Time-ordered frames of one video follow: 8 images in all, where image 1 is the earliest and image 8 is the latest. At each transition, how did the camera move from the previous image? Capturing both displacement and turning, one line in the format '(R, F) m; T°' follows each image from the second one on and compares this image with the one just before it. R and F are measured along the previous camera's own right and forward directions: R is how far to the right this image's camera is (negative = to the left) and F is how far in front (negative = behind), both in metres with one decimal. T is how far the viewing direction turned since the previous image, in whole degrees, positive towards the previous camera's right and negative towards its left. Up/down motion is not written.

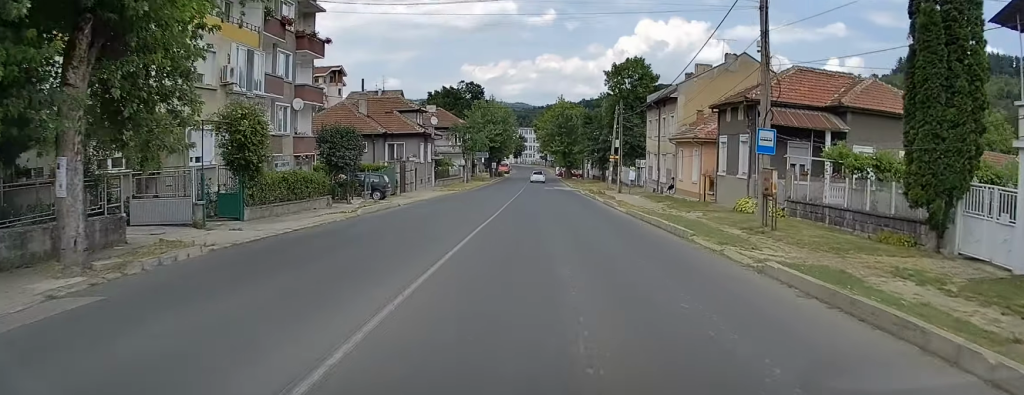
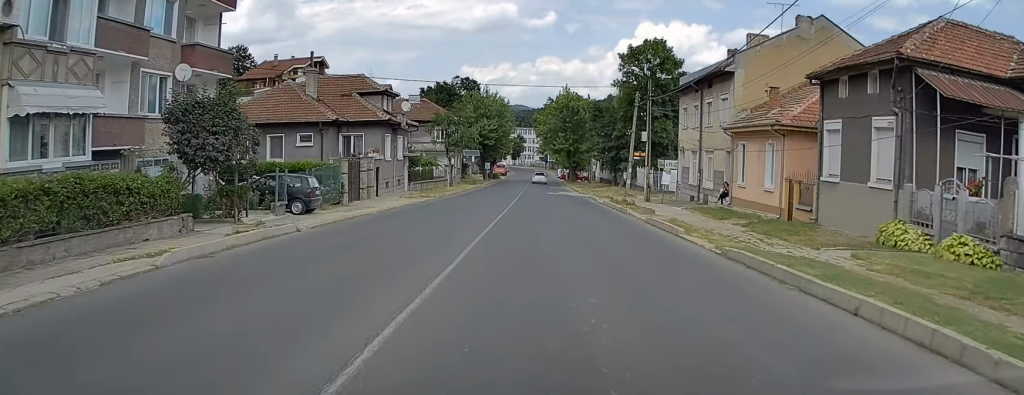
(+0.1, +13.5) m; -1°
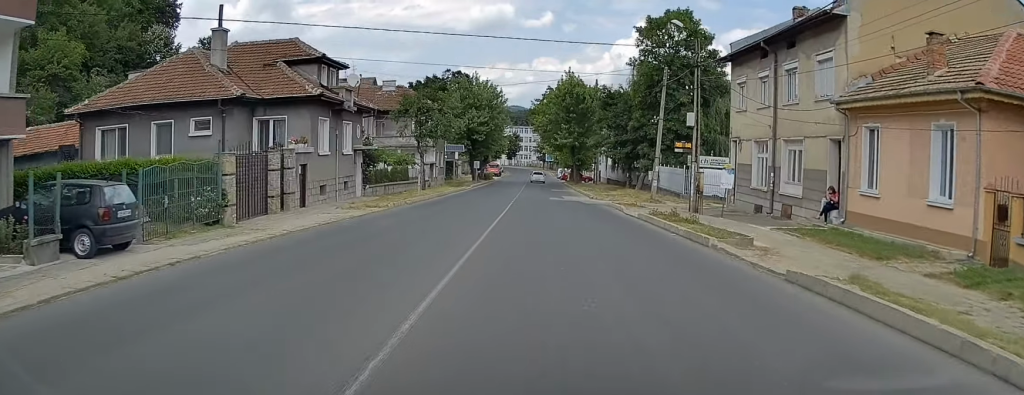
(-0.1, +13.0) m; 0°
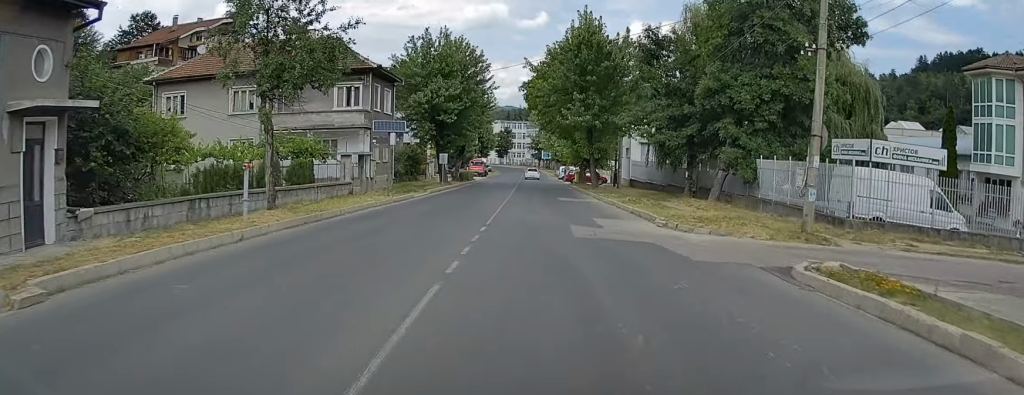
(0.0, +24.8) m; -1°
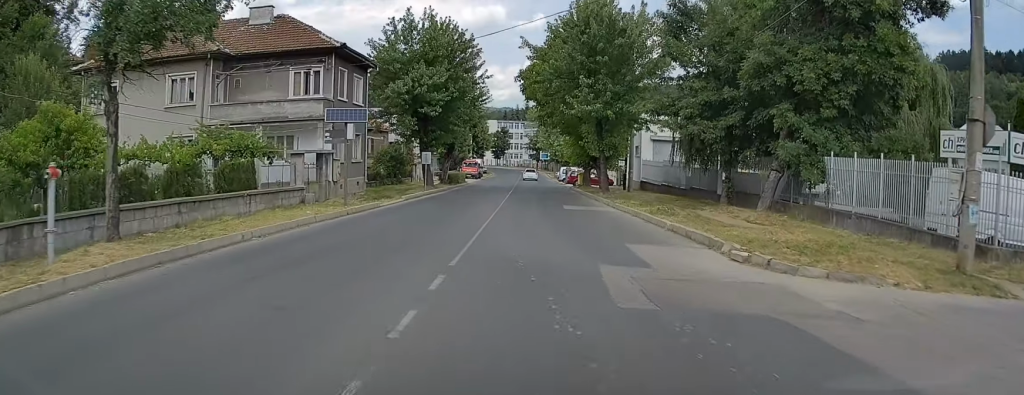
(-0.2, +7.5) m; 0°
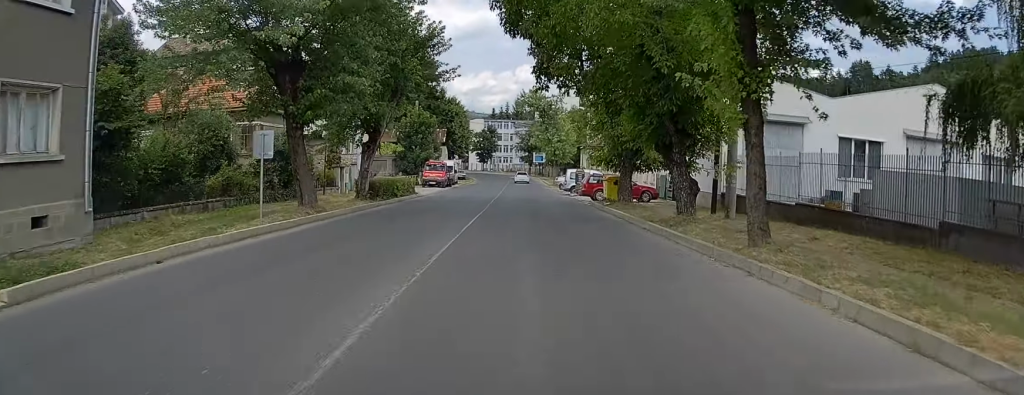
(+0.6, +26.3) m; +2°
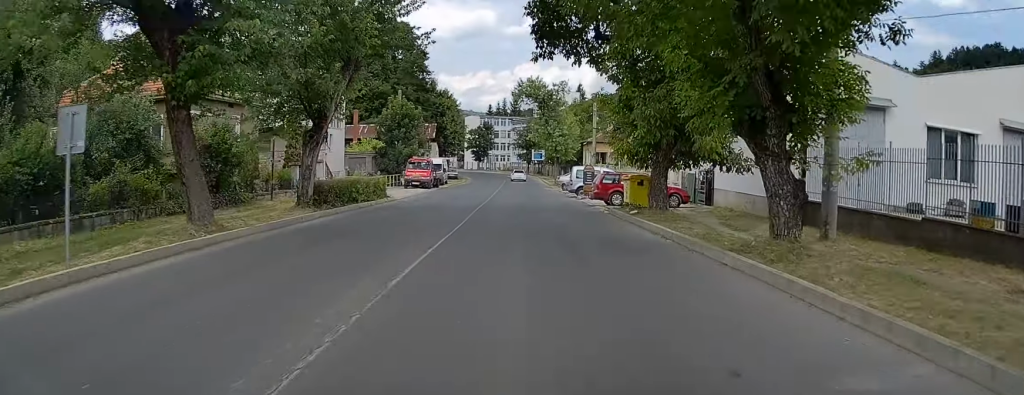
(0.0, +8.1) m; 0°
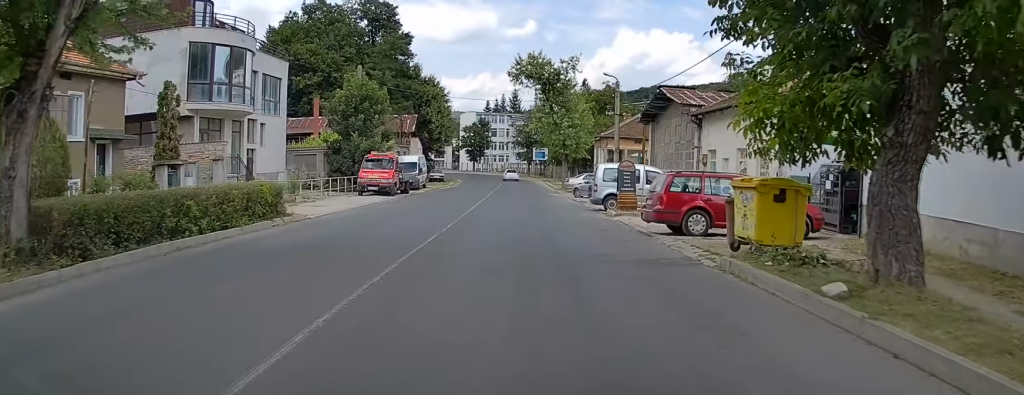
(-0.1, +14.4) m; -1°
